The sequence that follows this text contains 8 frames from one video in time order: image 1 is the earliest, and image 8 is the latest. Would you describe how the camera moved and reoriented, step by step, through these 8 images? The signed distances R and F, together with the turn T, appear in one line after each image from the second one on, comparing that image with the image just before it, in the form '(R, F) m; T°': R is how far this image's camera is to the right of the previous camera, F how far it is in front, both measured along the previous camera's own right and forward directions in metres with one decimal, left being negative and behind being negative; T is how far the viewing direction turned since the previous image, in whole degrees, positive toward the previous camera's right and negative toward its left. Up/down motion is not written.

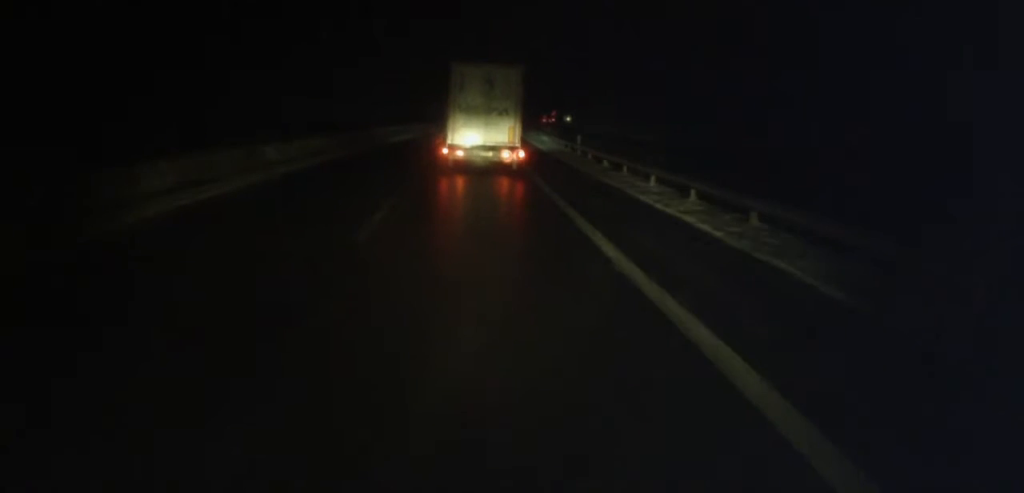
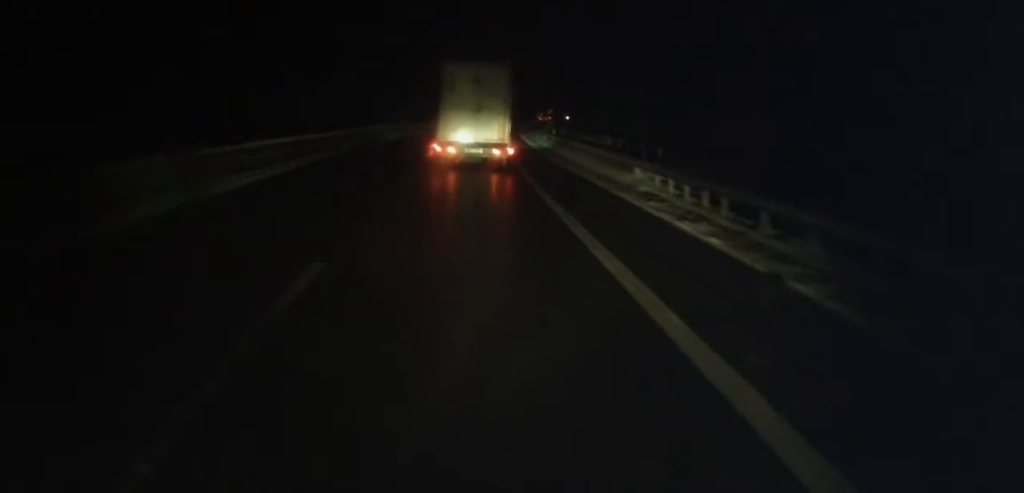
(+0.8, +43.5) m; +2°
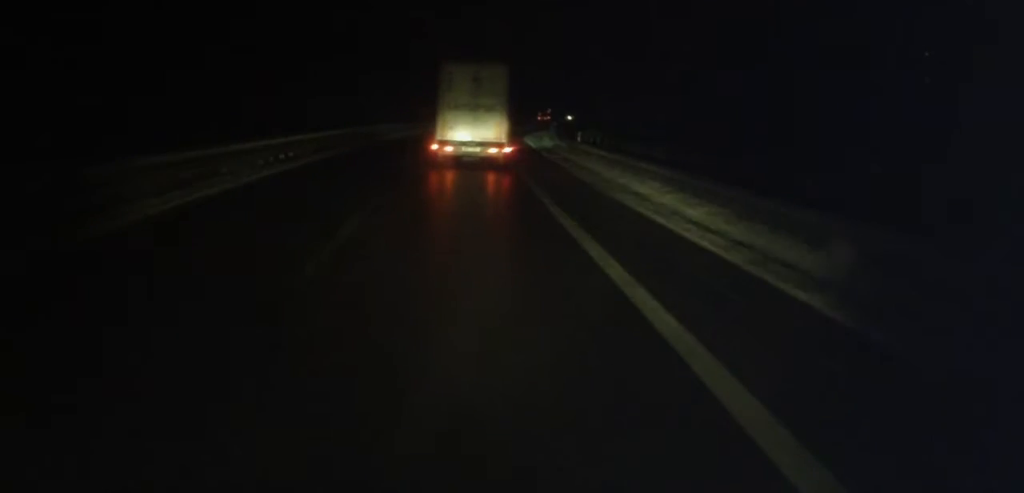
(+0.2, +12.8) m; +1°
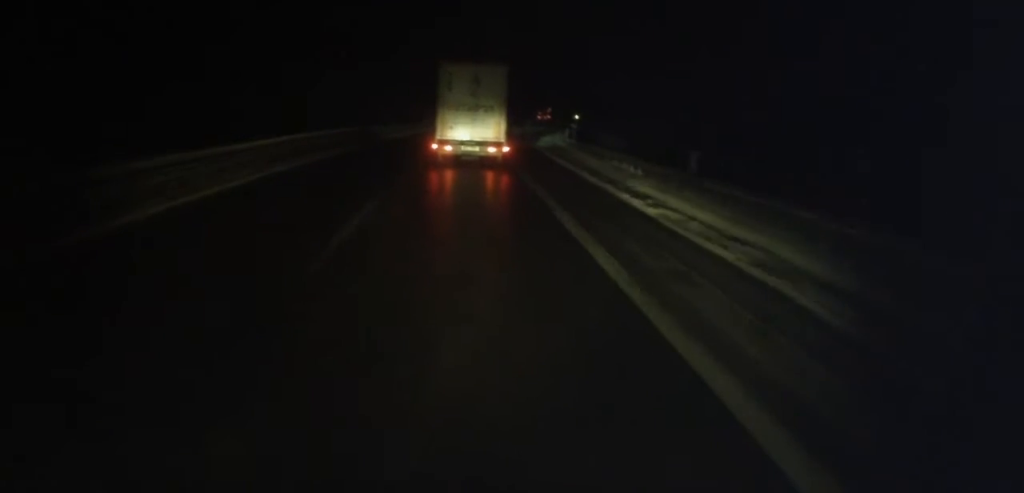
(+0.2, +17.6) m; +1°
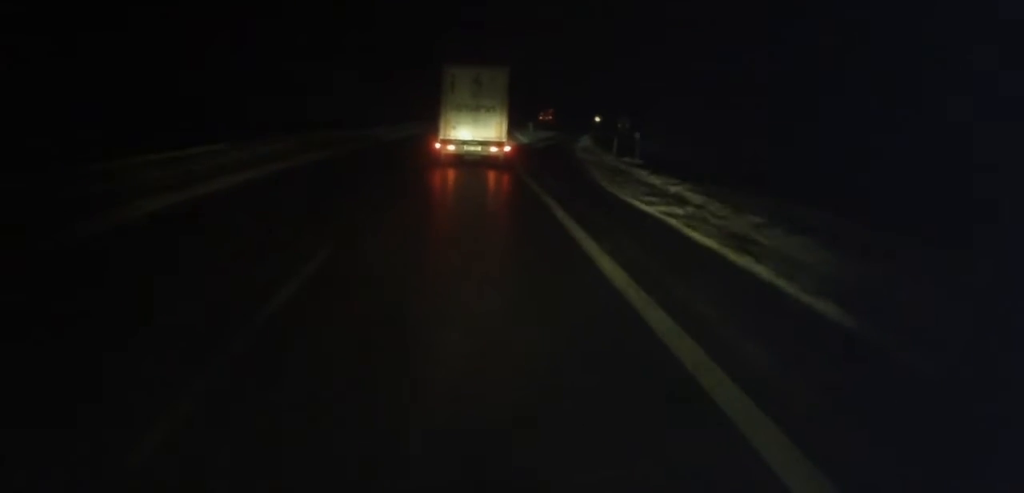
(+0.1, +22.3) m; +1°
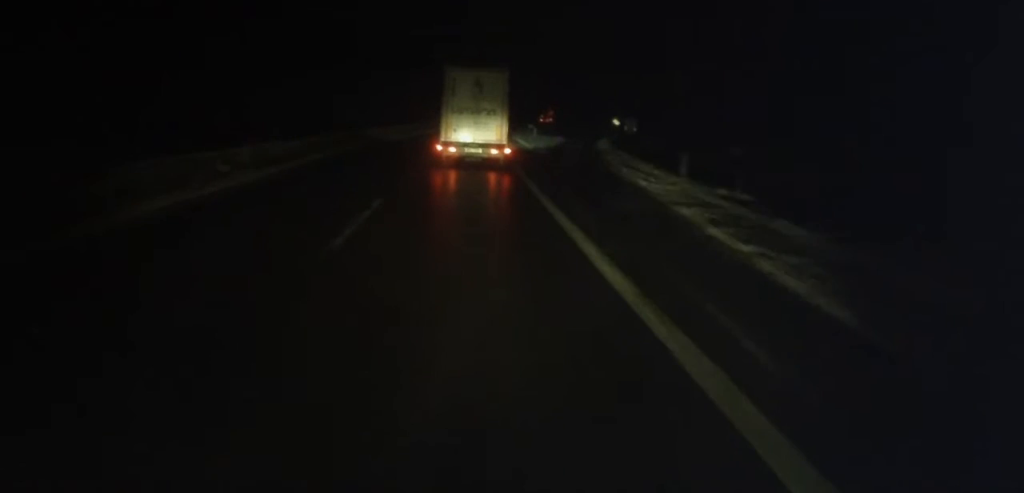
(+0.3, +12.7) m; +1°
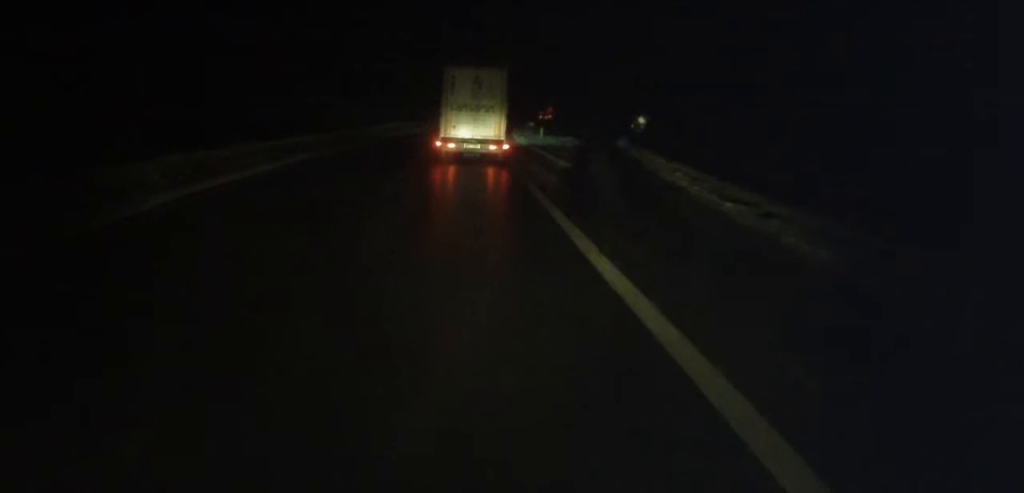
(+0.1, +11.9) m; +1°
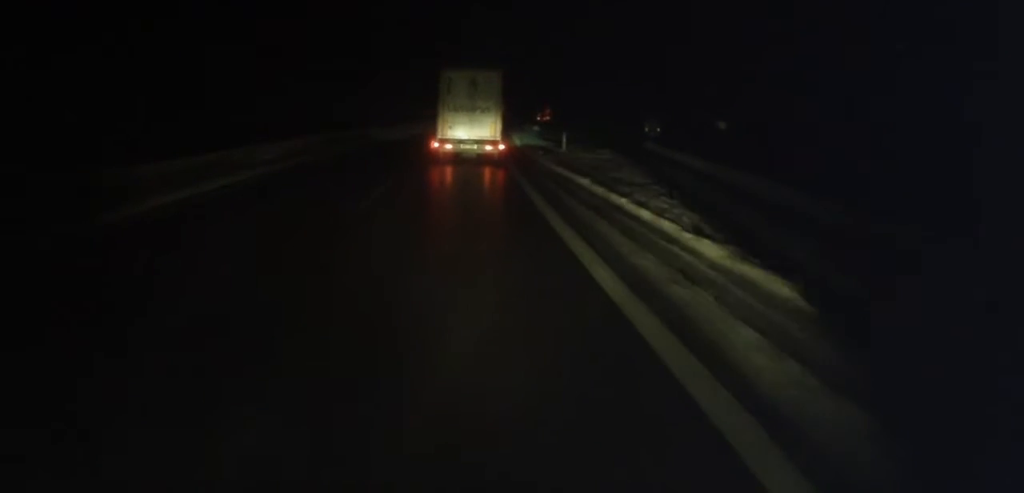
(-0.1, +19.0) m; +1°
